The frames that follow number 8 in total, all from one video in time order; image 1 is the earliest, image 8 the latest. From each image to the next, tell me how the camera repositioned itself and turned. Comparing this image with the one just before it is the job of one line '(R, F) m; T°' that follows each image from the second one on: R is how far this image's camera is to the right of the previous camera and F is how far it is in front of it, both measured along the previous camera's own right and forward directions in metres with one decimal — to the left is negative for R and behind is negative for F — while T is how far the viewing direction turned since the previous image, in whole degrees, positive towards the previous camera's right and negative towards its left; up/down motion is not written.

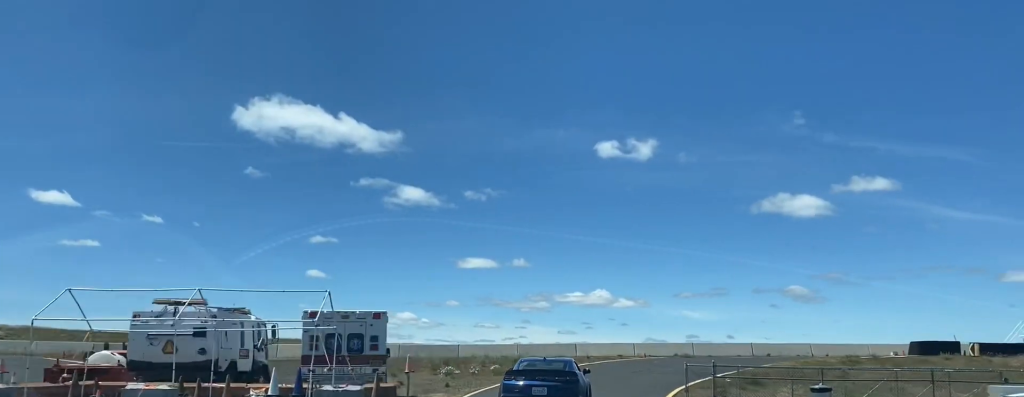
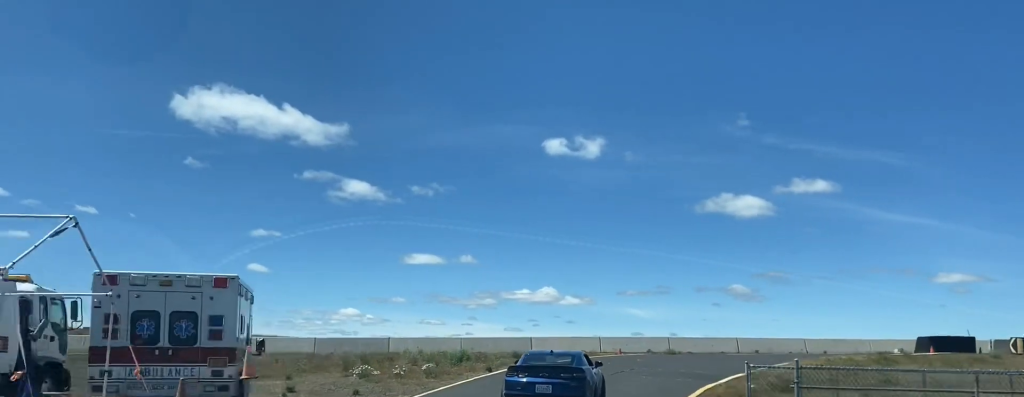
(+0.5, +8.7) m; +4°
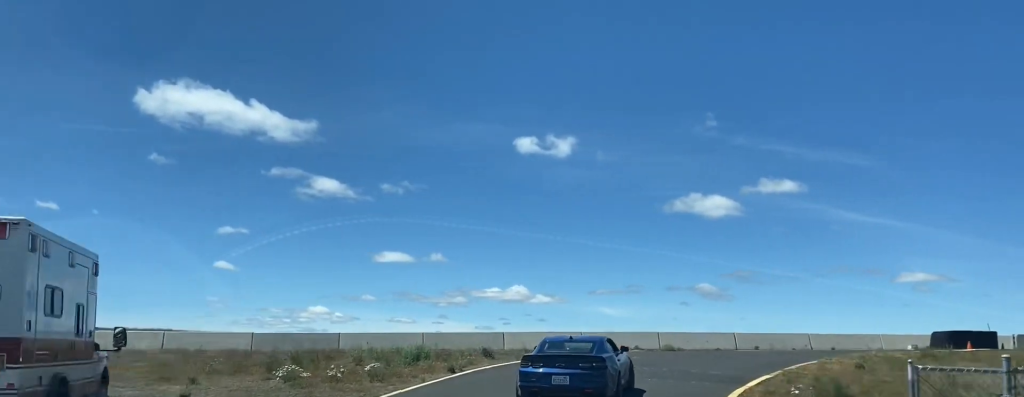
(0.0, +5.3) m; +2°
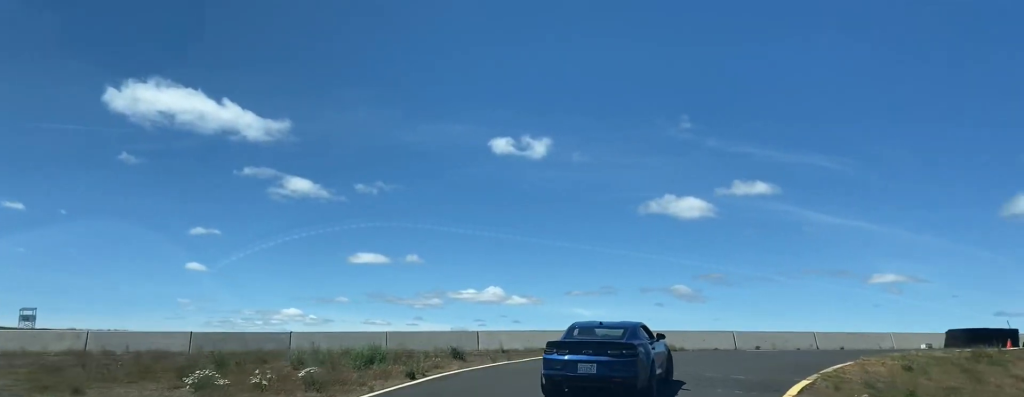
(0.0, +4.3) m; +2°
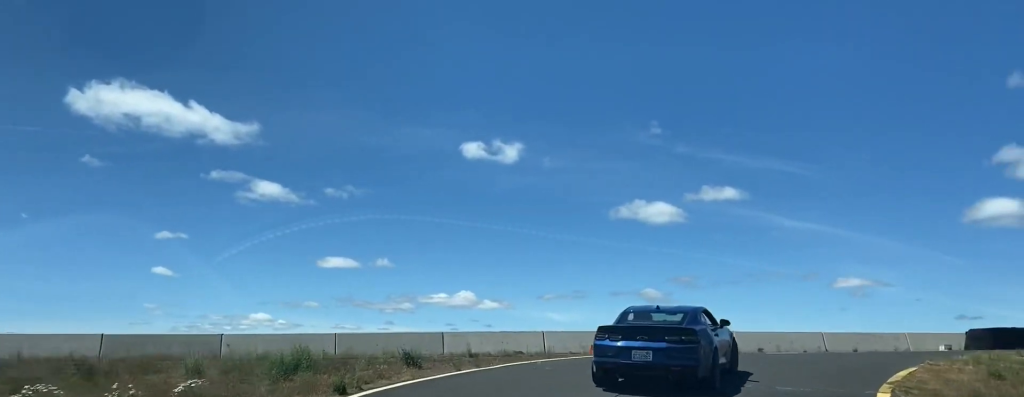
(+0.2, +4.8) m; +2°
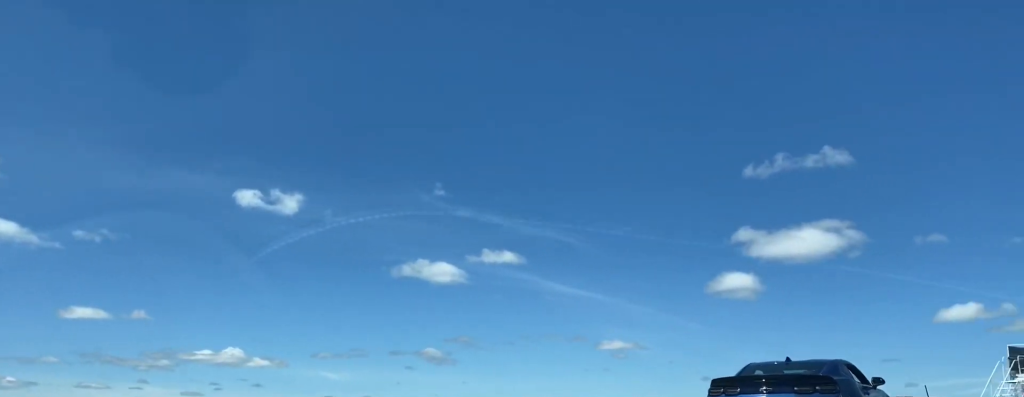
(+0.9, +13.0) m; +14°
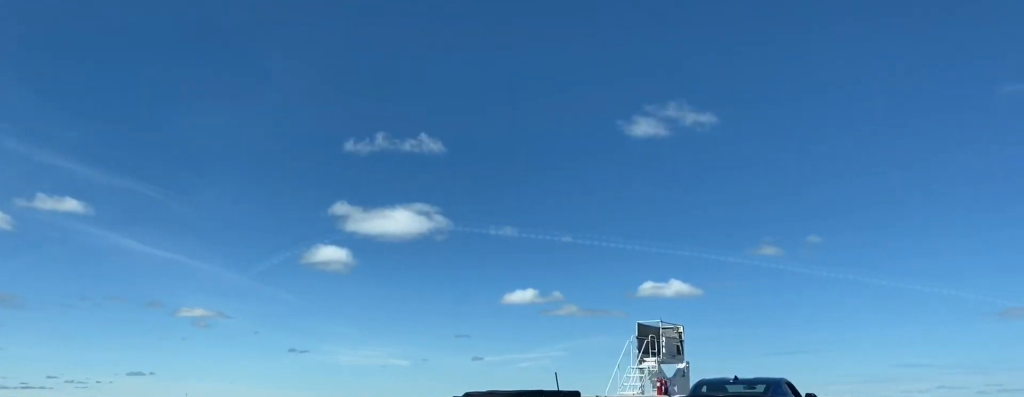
(+3.1, +12.0) m; +32°
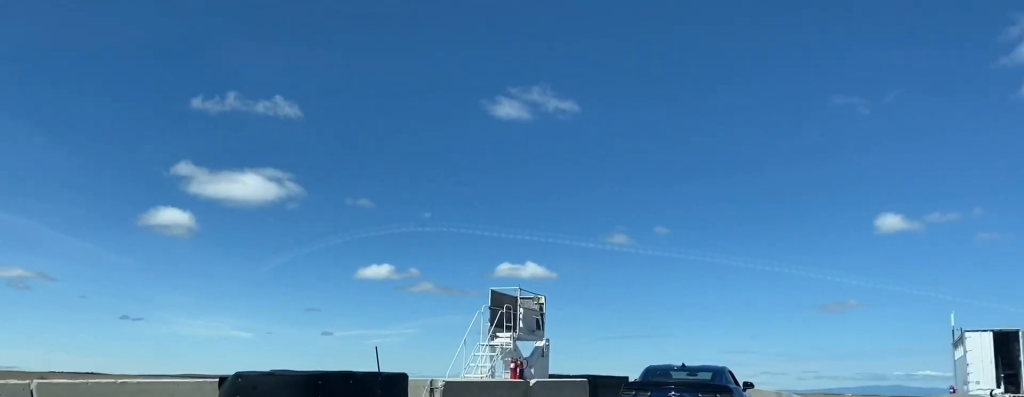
(+0.7, +4.8) m; +8°
